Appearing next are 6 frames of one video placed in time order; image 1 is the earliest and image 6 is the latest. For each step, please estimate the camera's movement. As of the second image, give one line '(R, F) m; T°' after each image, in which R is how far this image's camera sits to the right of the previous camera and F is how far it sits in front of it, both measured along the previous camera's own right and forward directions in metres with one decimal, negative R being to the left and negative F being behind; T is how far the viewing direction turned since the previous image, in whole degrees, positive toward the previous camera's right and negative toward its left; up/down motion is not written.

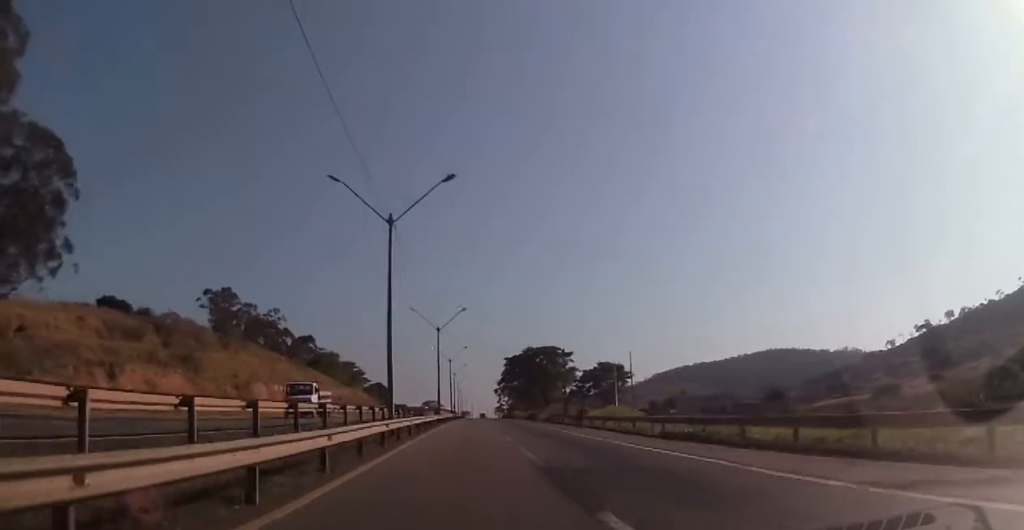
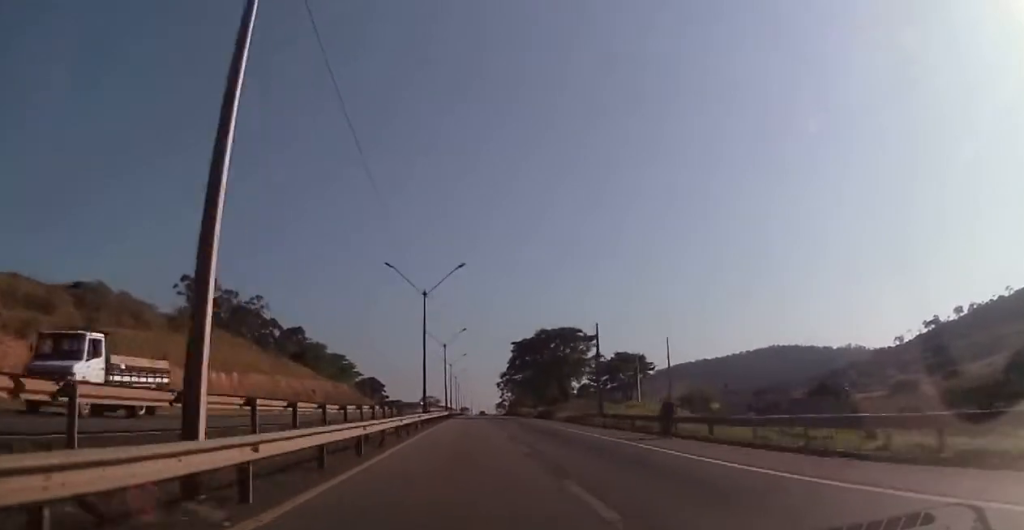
(-0.1, +20.4) m; 0°
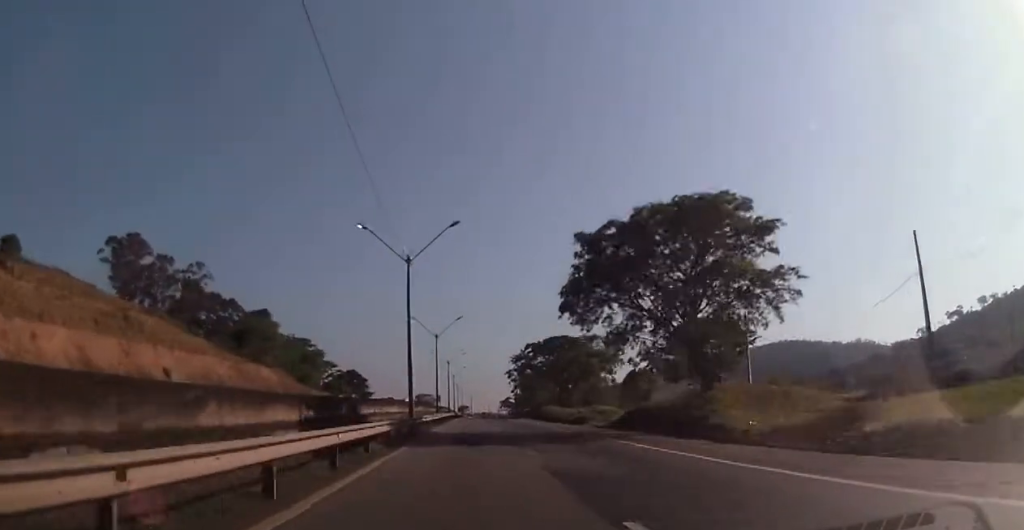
(-0.2, +51.2) m; 0°
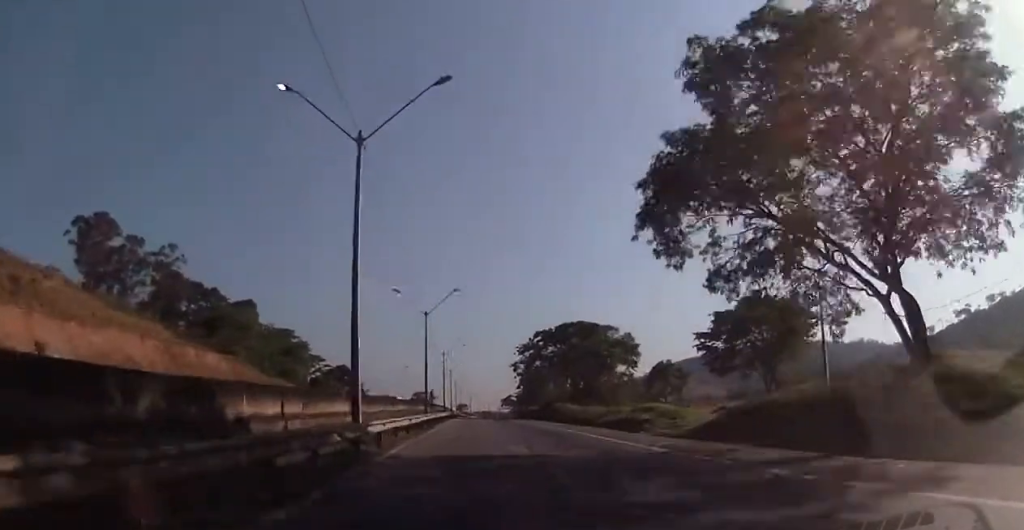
(0.0, +17.5) m; 0°
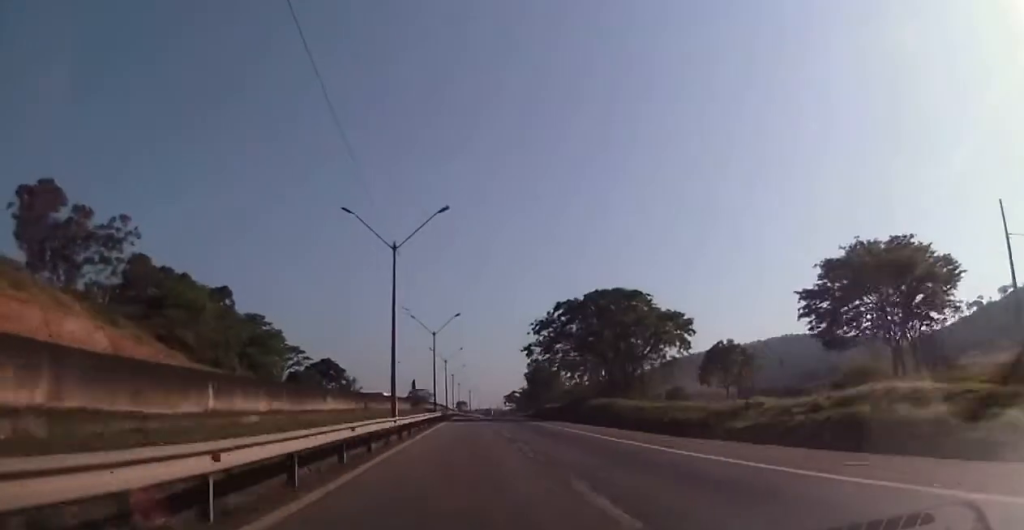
(+0.1, +24.5) m; 0°
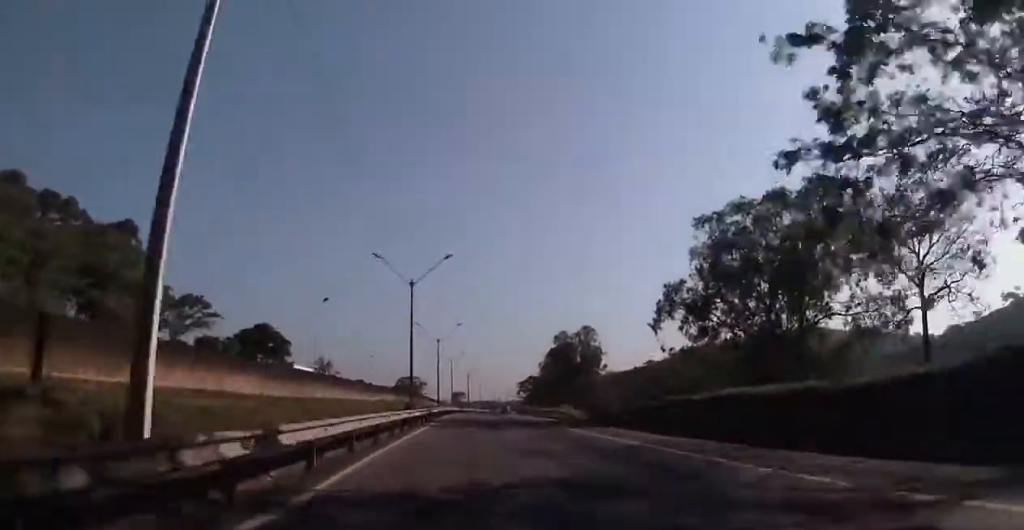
(-0.3, +66.6) m; 0°
